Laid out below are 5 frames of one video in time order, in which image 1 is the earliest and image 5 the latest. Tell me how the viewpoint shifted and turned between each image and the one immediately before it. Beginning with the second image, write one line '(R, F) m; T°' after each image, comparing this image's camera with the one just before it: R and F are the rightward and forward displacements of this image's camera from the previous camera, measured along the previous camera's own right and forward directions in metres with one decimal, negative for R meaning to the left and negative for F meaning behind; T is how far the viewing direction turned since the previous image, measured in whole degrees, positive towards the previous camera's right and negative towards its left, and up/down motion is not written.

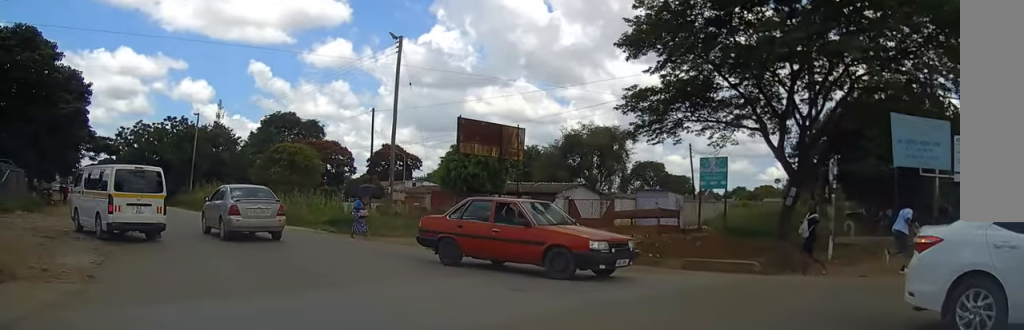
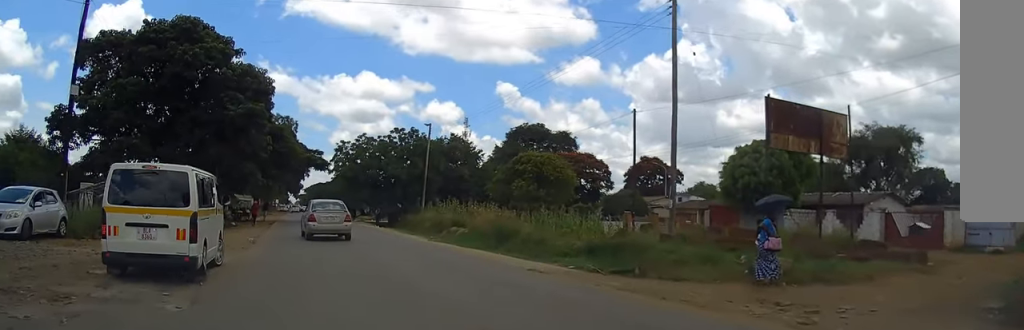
(-1.9, +10.0) m; -21°
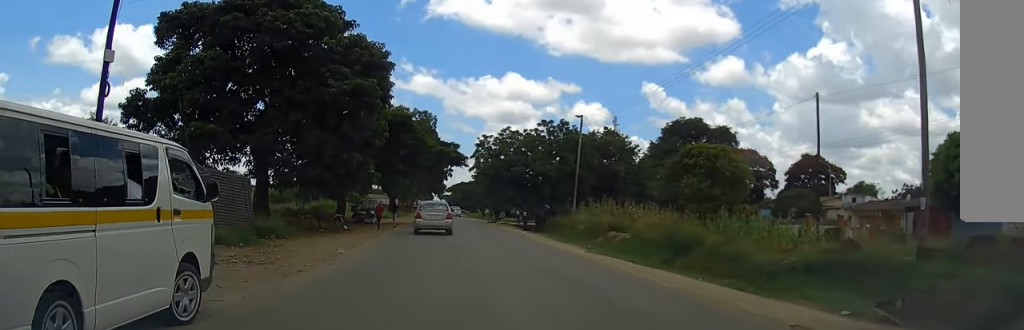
(-0.9, +7.5) m; -11°
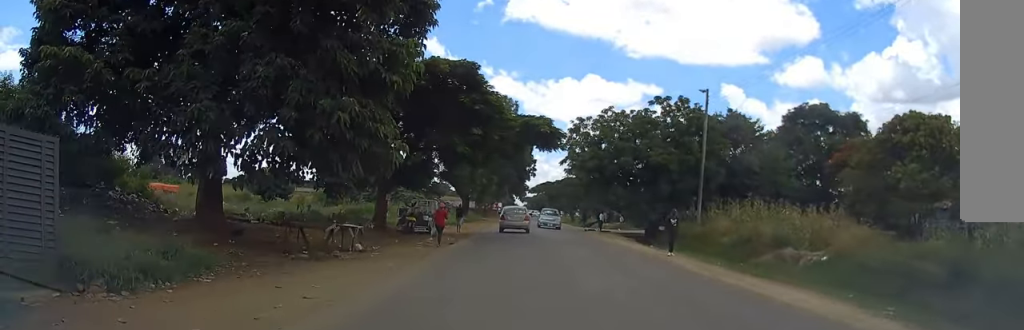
(-1.5, +15.4) m; -9°
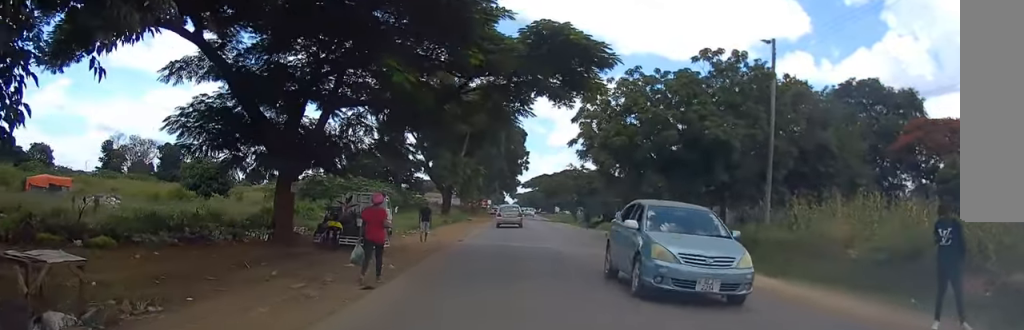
(+0.3, +14.7) m; +1°
